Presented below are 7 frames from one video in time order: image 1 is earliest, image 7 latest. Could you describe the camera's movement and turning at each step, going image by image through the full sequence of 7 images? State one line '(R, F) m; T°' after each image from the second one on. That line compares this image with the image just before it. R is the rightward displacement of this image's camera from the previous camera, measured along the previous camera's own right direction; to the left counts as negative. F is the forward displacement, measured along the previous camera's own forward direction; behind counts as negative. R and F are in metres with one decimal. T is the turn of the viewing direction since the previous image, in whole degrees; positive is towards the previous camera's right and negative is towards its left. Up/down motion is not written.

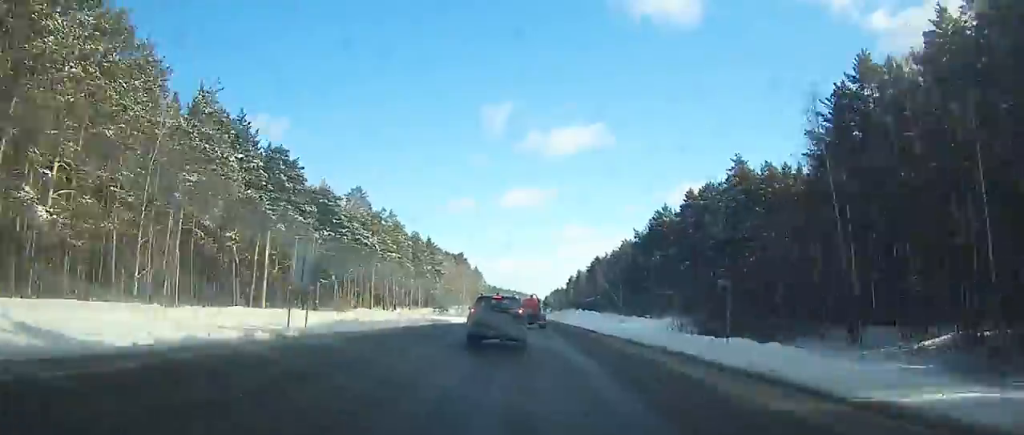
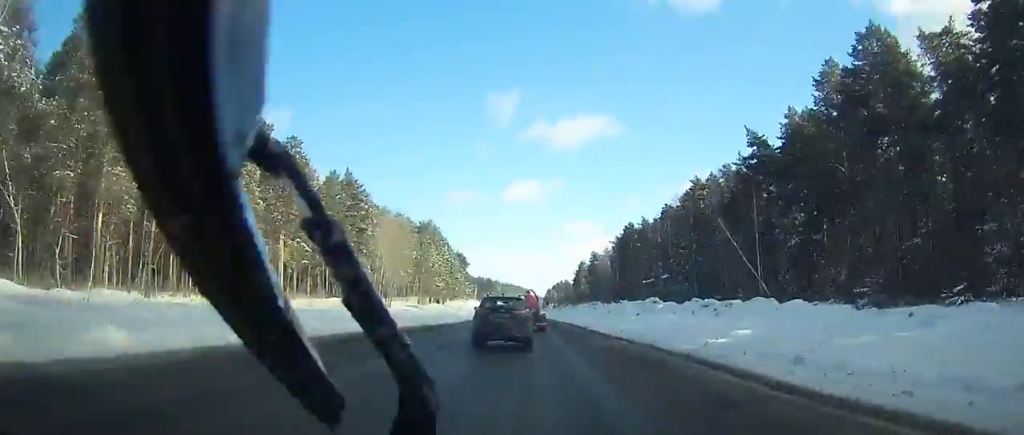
(+0.2, +95.7) m; 0°
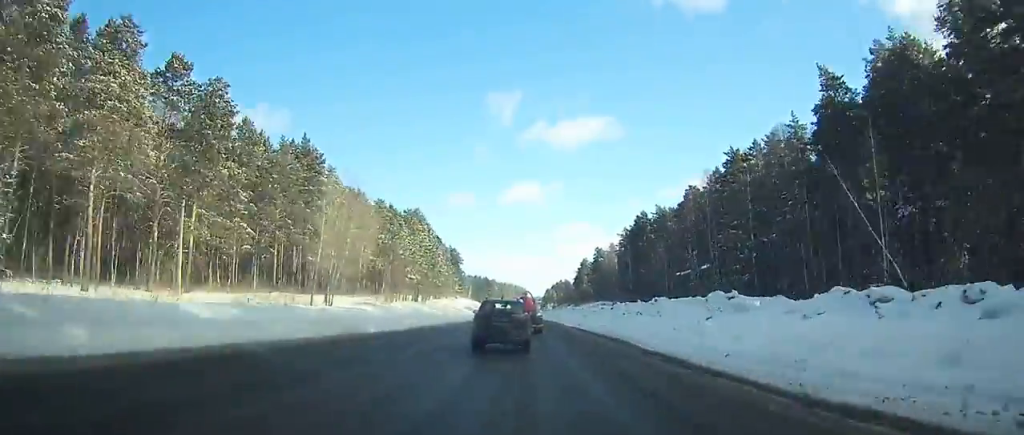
(-0.1, +23.3) m; 0°
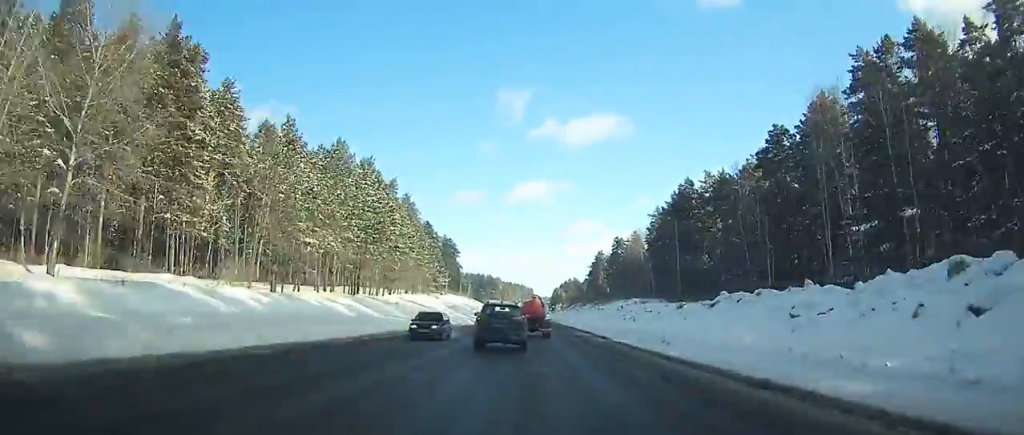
(-0.1, +41.6) m; 0°
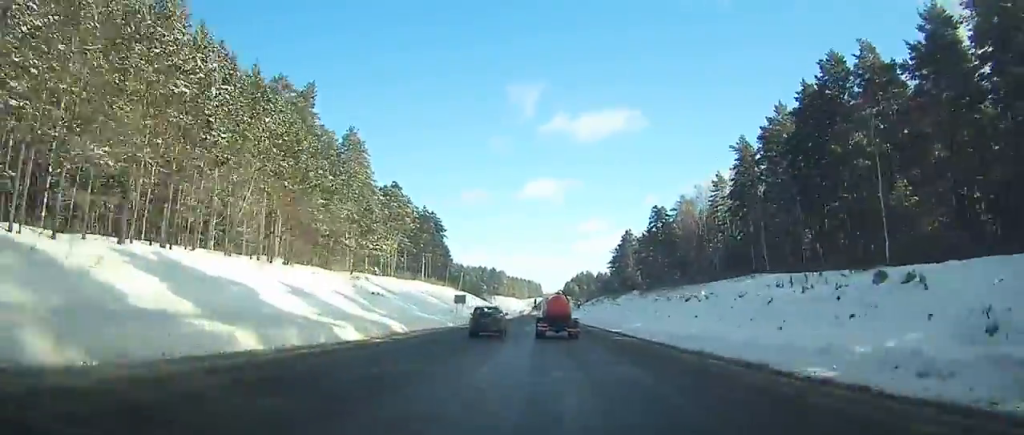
(-0.2, +62.8) m; 0°
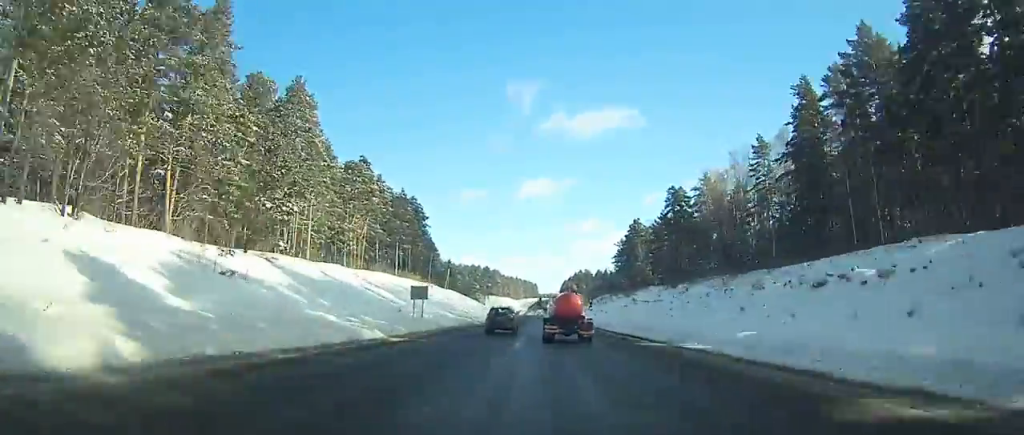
(0.0, +27.9) m; 0°
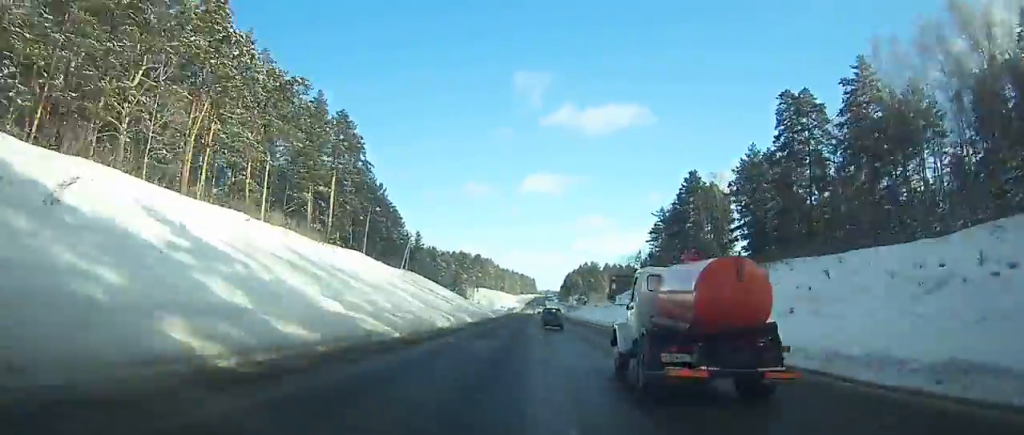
(+0.2, +65.5) m; +1°
